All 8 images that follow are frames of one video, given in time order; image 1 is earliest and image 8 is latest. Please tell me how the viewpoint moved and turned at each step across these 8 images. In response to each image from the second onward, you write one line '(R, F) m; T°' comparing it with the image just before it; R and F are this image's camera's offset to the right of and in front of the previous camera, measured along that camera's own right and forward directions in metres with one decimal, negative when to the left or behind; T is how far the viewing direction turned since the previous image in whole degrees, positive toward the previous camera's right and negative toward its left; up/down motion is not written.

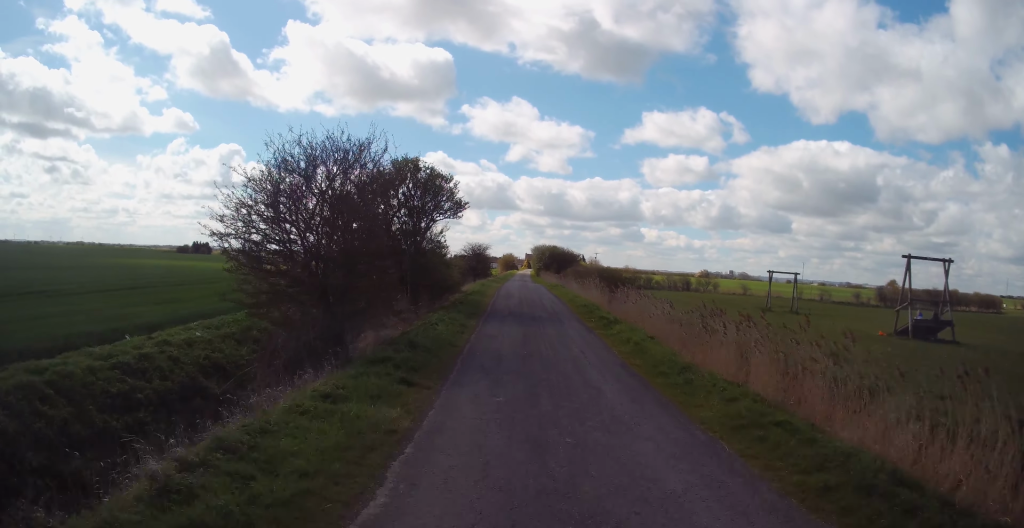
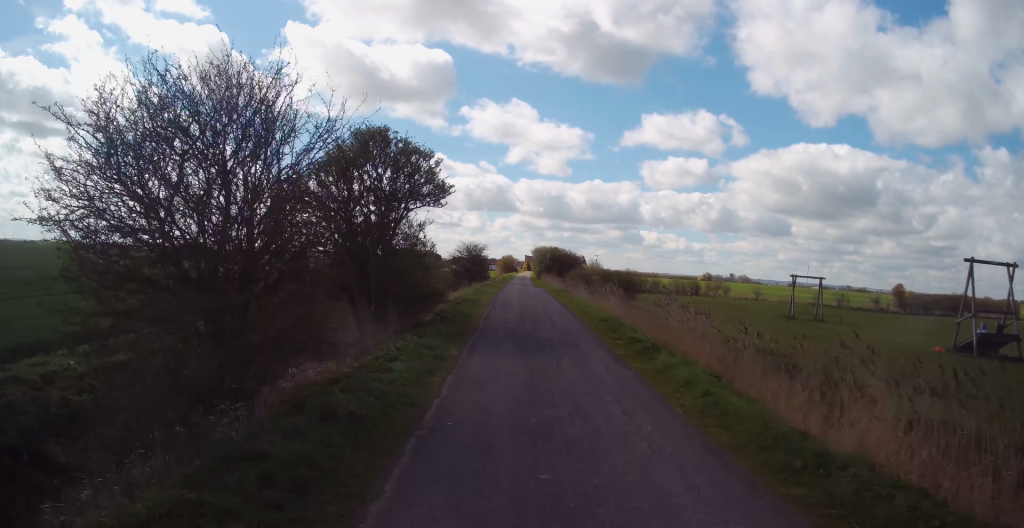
(-0.2, +4.5) m; 0°
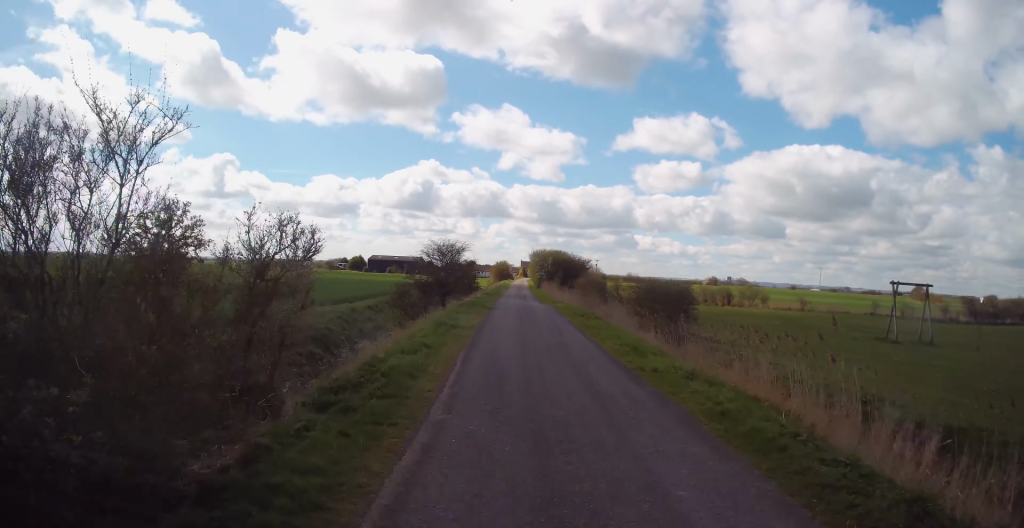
(+0.2, +15.1) m; +1°
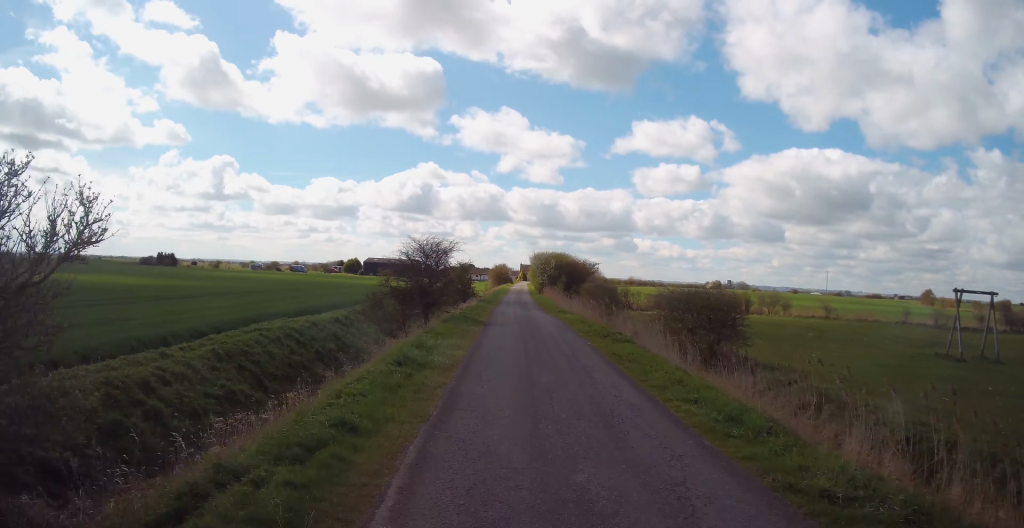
(-0.3, +5.7) m; +1°
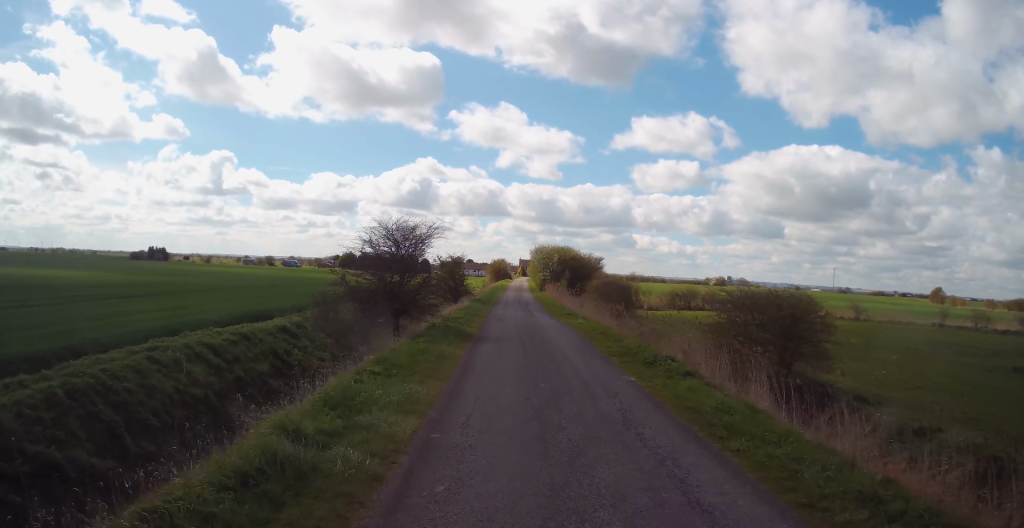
(+0.4, +6.3) m; 0°
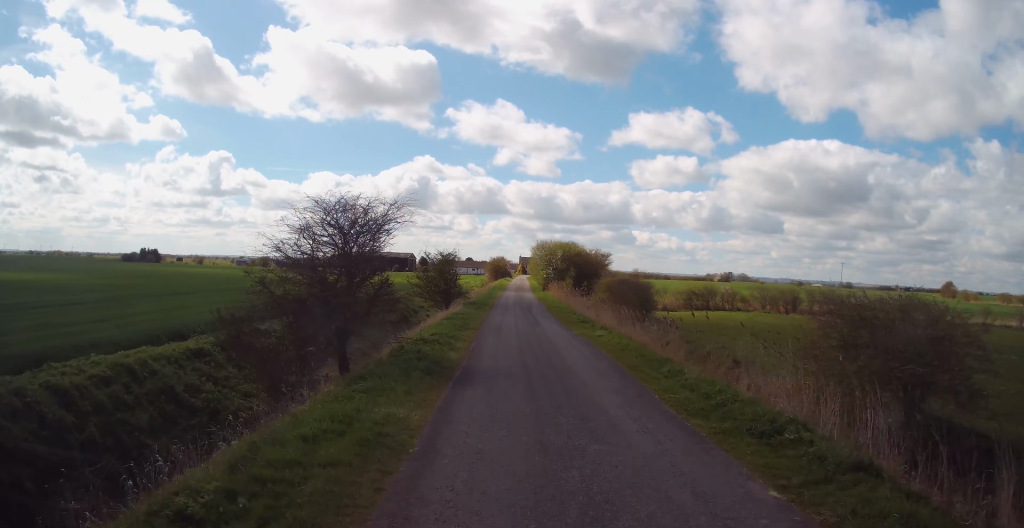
(+0.1, +5.8) m; 0°
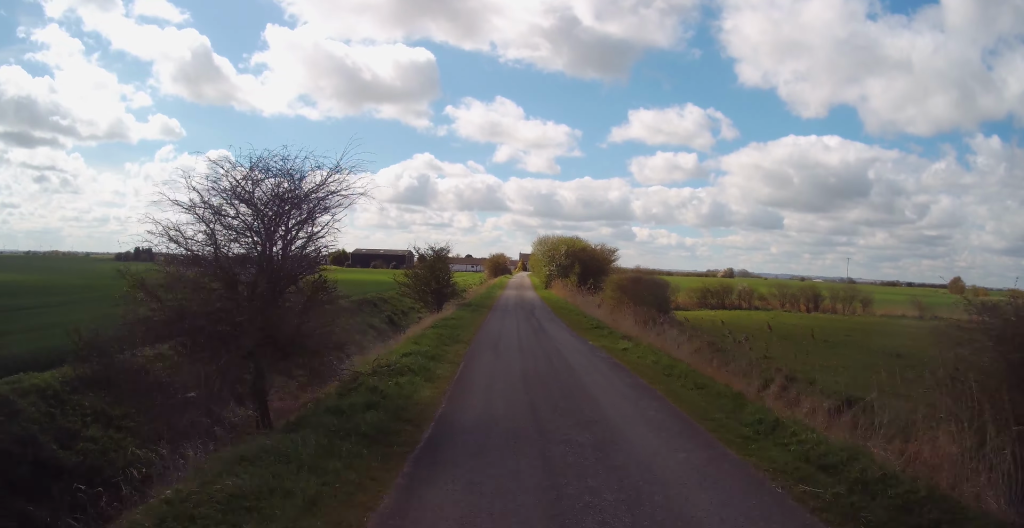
(-0.2, +4.2) m; -1°
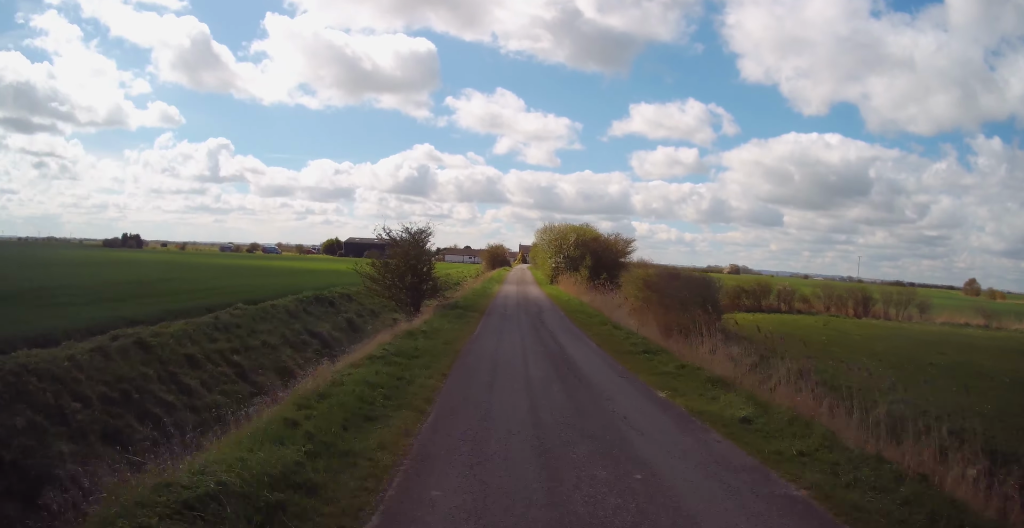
(-0.1, +8.1) m; 0°
